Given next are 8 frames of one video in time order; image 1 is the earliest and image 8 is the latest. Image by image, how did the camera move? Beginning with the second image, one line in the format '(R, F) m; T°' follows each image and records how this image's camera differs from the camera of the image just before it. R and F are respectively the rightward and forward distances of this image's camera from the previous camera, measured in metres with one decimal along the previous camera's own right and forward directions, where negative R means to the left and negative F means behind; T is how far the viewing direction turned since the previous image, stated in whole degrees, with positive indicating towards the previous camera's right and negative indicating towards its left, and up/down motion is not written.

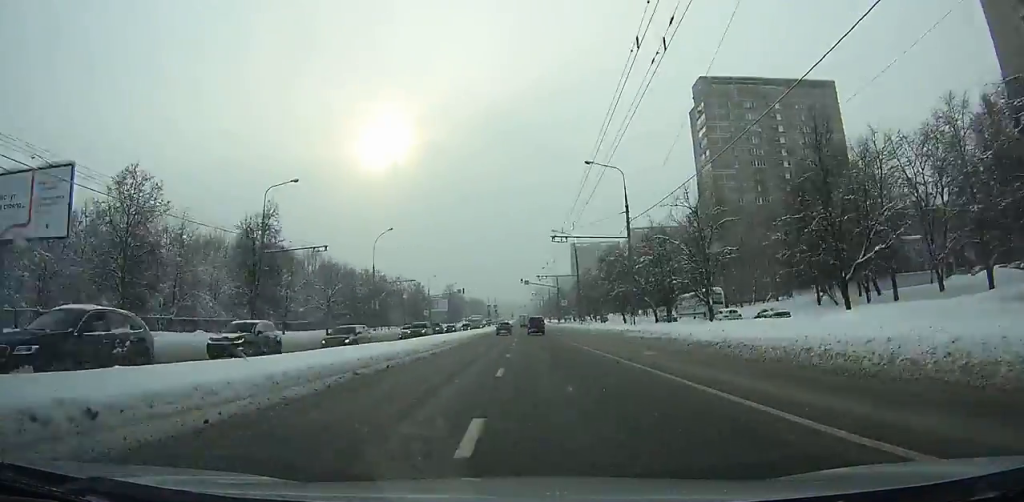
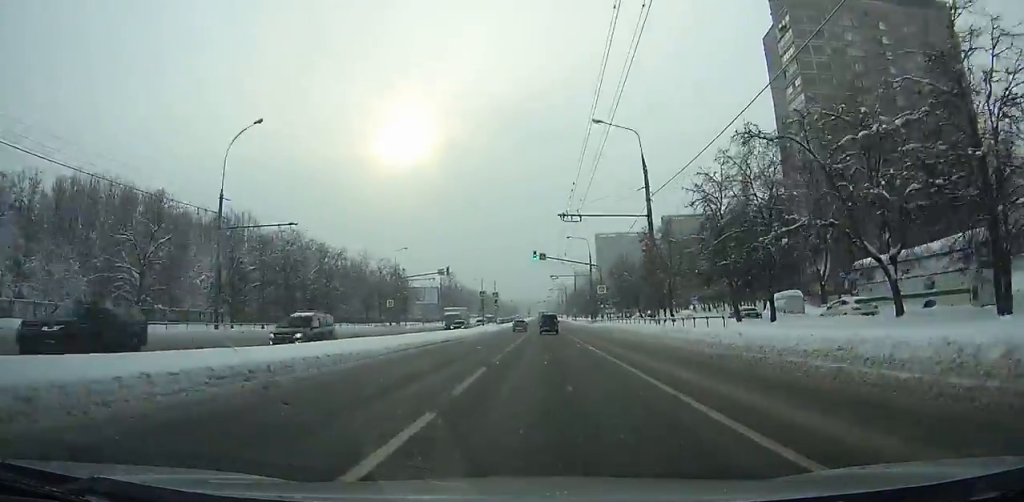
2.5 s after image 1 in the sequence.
(-0.2, +40.2) m; 0°
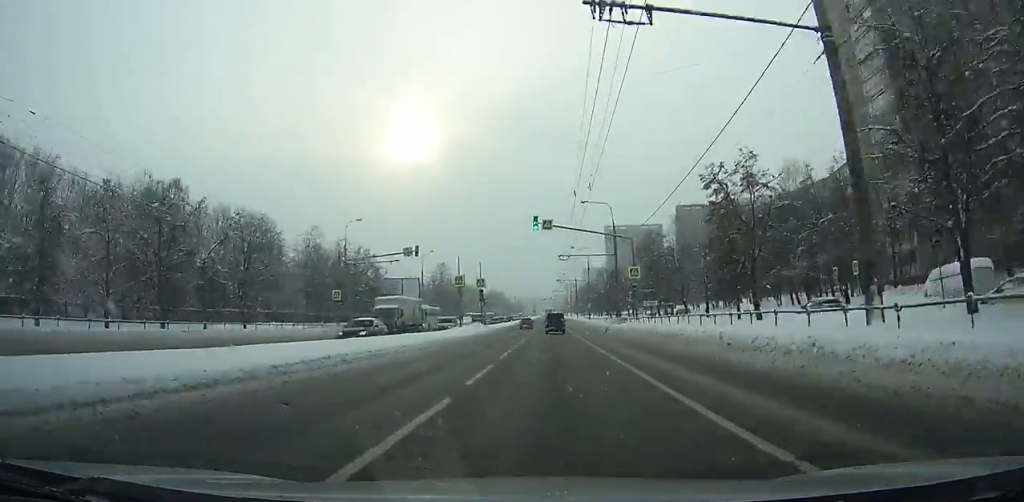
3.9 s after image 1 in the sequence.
(-0.1, +22.2) m; 0°
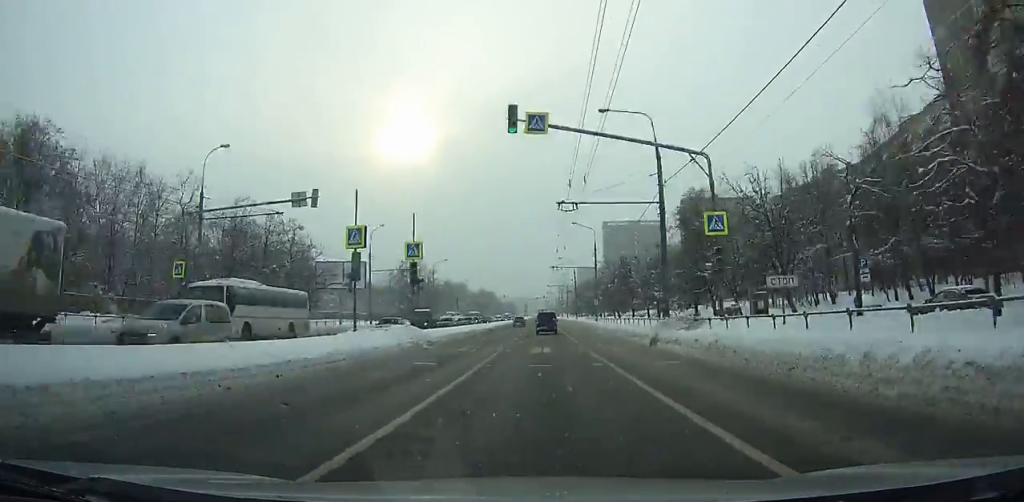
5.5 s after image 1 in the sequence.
(+0.1, +24.7) m; 0°
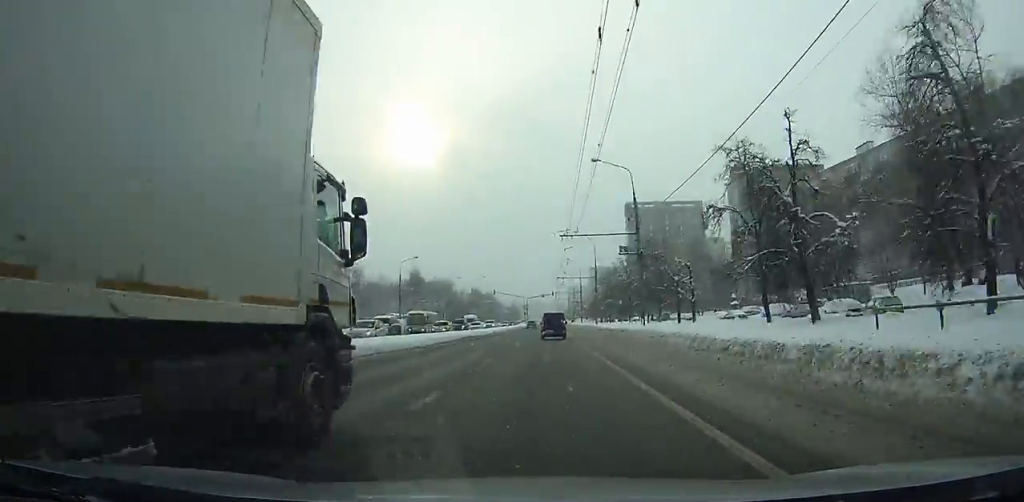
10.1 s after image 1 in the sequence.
(-0.6, +68.3) m; 0°
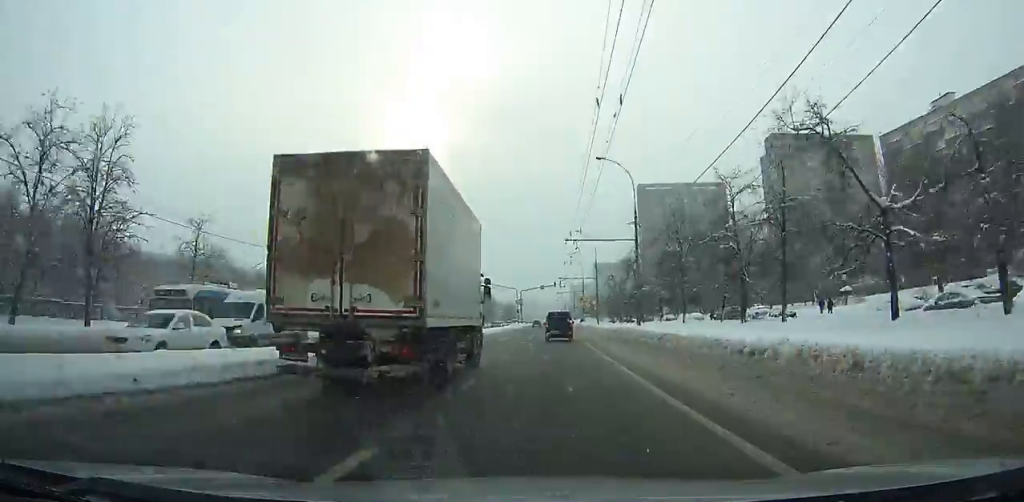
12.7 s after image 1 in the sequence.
(+0.5, +36.9) m; 0°
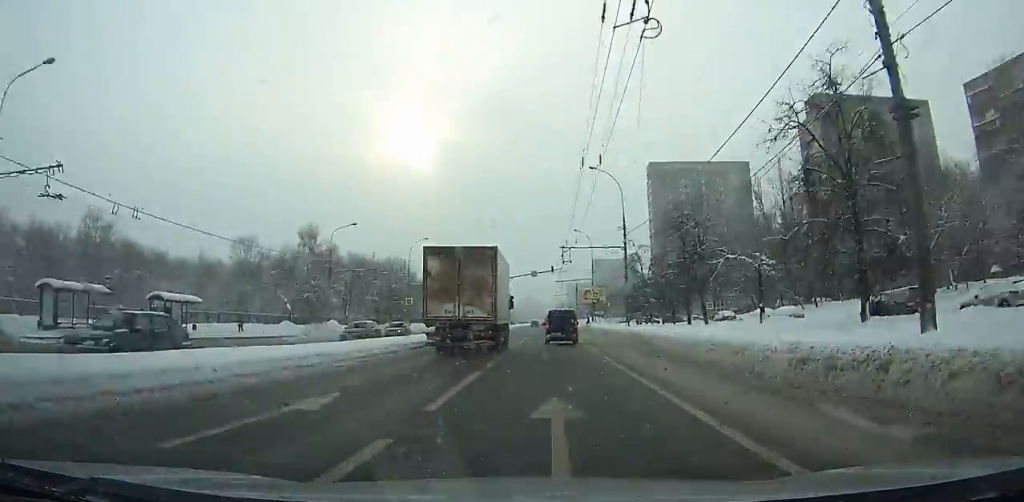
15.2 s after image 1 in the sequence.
(-0.5, +34.5) m; -2°
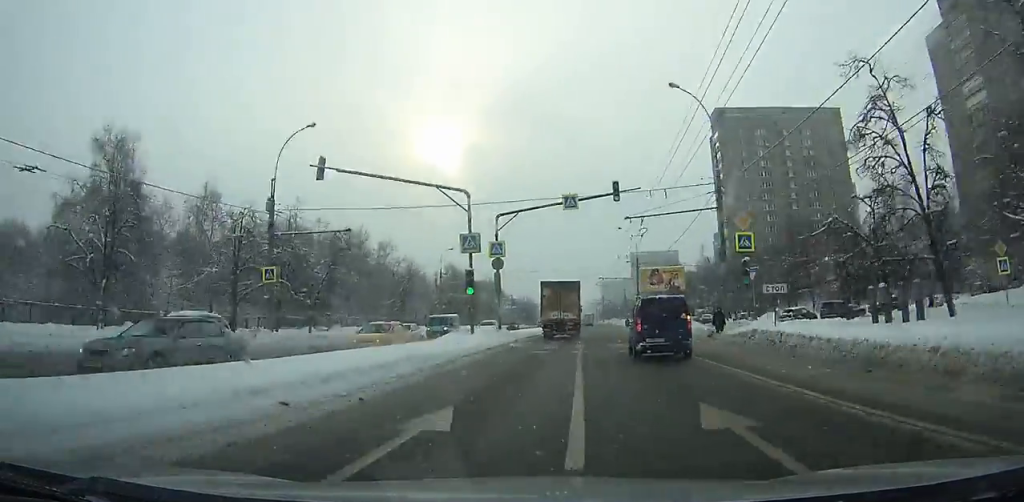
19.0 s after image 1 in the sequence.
(-0.4, +52.3) m; +1°
